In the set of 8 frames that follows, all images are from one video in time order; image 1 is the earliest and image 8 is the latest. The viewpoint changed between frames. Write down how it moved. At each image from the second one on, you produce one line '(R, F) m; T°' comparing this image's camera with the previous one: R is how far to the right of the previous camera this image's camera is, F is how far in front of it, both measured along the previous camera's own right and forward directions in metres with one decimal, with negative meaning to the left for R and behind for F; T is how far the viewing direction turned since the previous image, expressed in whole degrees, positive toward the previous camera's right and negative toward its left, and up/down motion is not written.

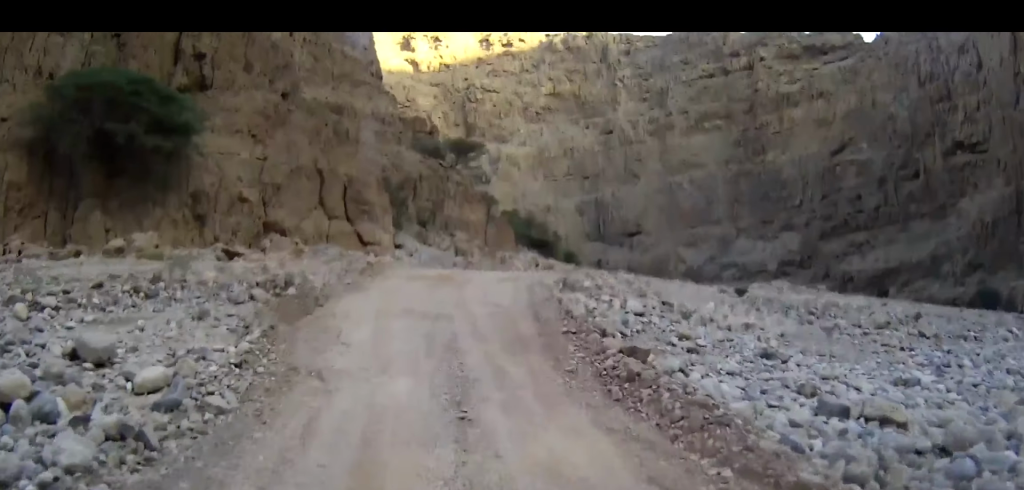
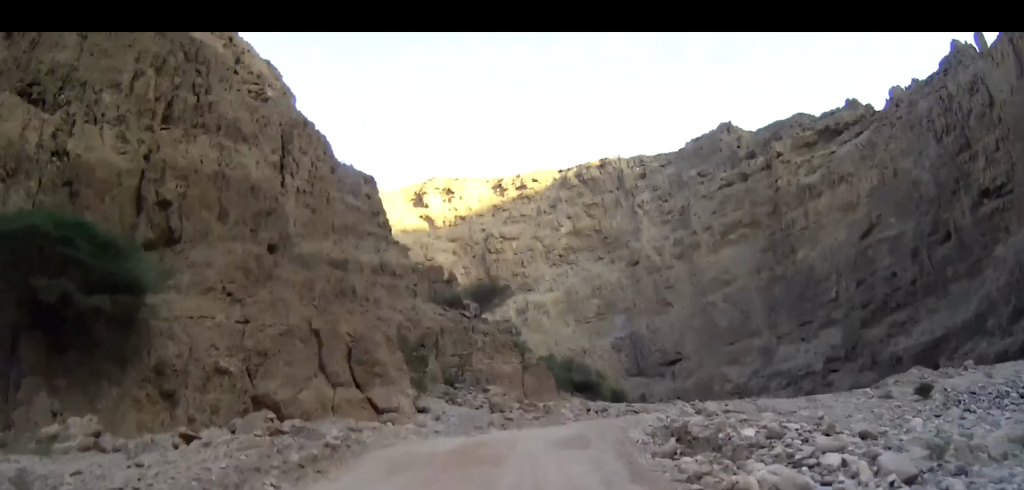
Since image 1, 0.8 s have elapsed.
(-0.2, +9.2) m; 0°
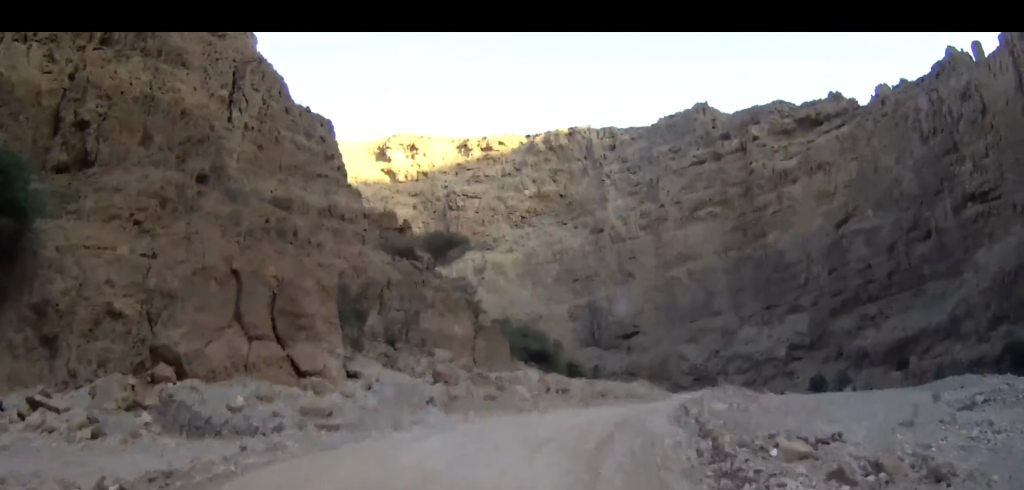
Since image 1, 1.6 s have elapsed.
(-0.1, +8.1) m; +2°
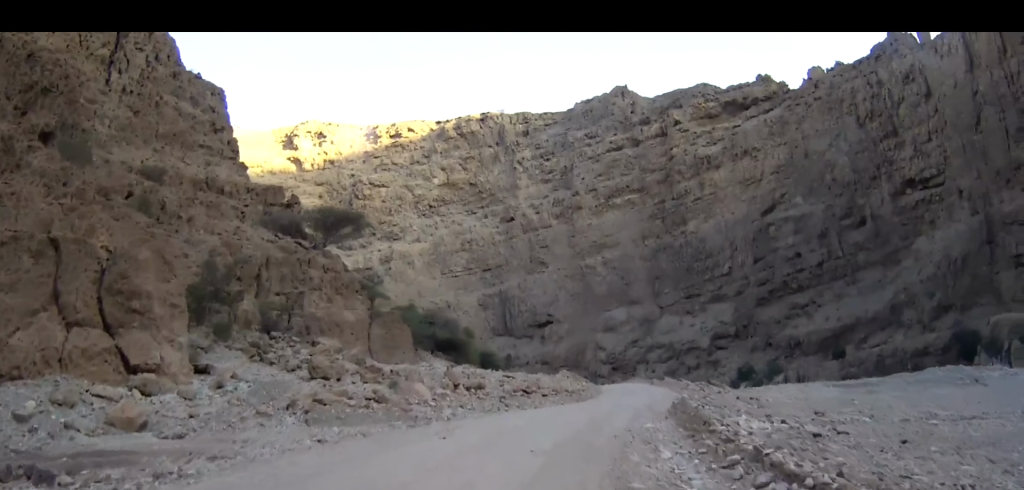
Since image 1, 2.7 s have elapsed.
(+0.7, +12.2) m; +7°
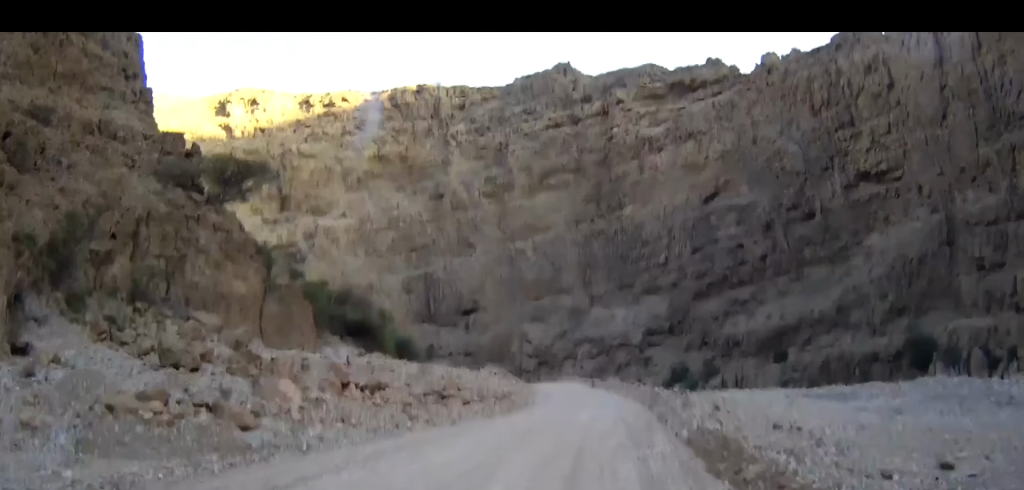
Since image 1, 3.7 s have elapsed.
(+0.6, +10.4) m; +5°
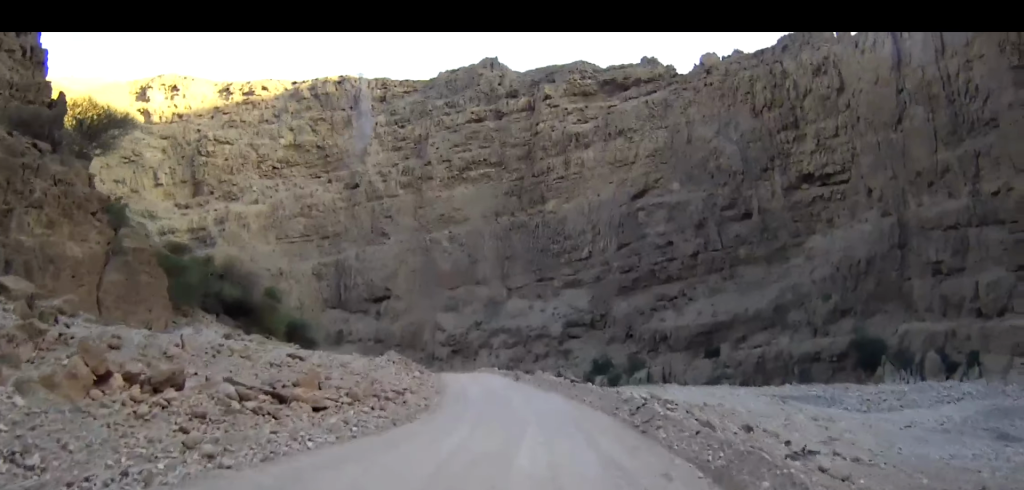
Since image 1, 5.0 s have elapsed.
(+0.5, +12.0) m; +5°
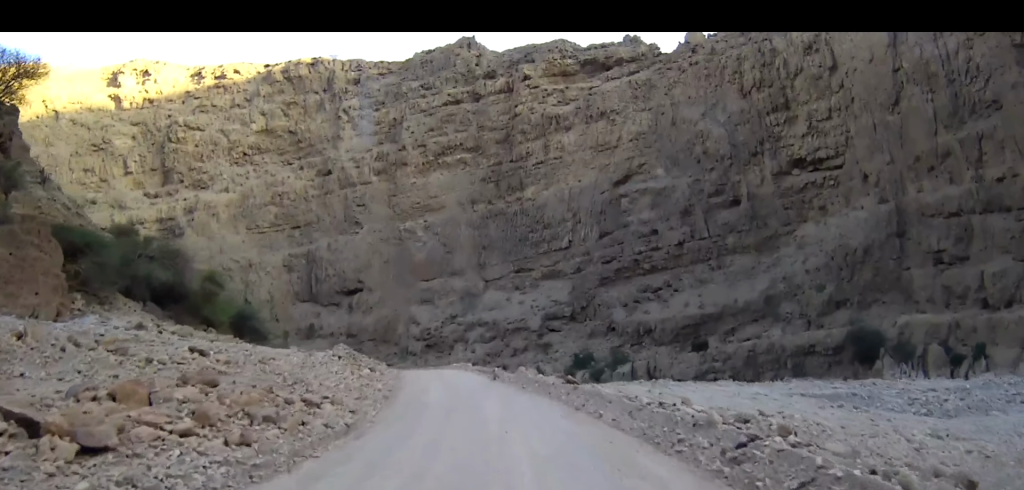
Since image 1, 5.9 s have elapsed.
(+0.3, +9.3) m; +2°
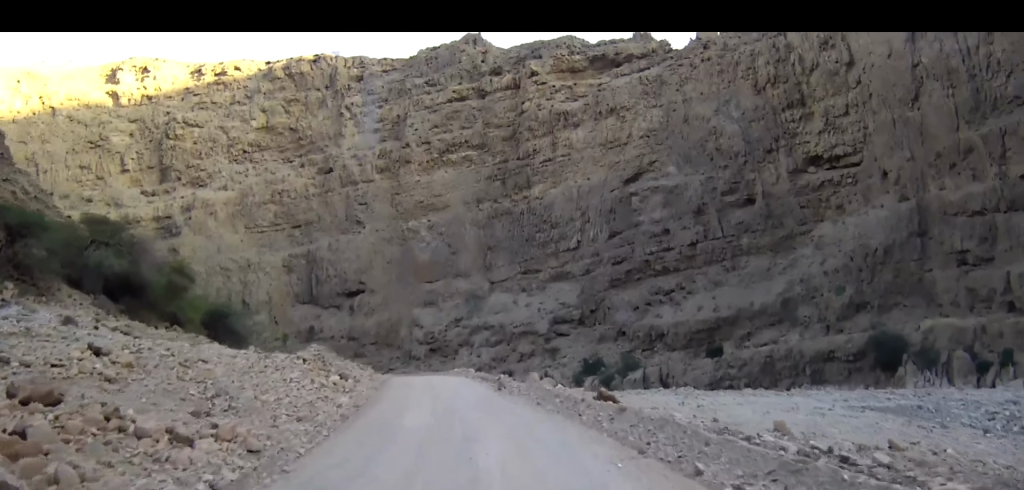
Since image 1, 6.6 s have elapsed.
(+0.1, +7.2) m; 0°
